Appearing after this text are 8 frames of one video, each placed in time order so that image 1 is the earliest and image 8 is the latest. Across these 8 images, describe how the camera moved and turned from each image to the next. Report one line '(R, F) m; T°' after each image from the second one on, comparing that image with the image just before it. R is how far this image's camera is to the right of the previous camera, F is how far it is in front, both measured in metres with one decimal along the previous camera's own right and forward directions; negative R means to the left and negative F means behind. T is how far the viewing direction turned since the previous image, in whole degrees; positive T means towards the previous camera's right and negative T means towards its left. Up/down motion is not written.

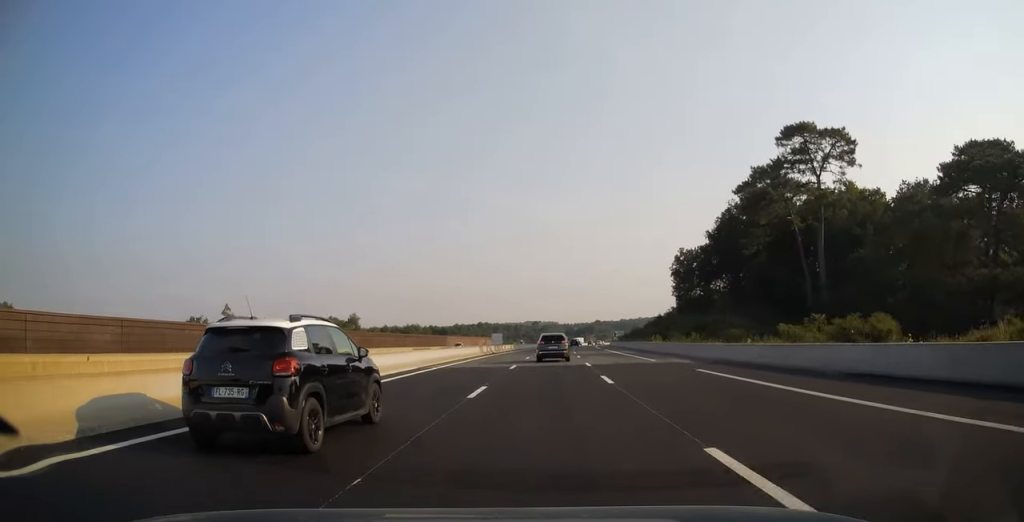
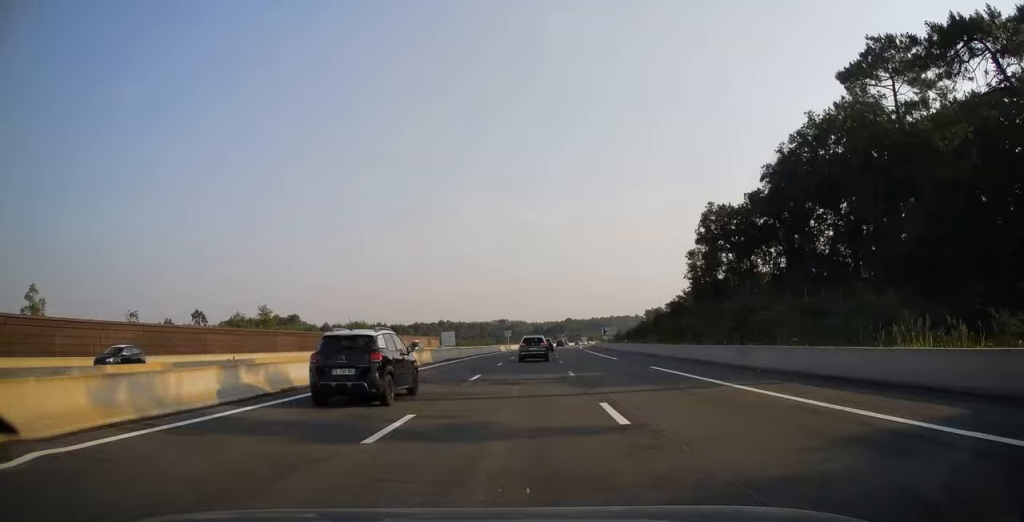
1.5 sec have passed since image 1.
(+1.0, +45.2) m; +3°
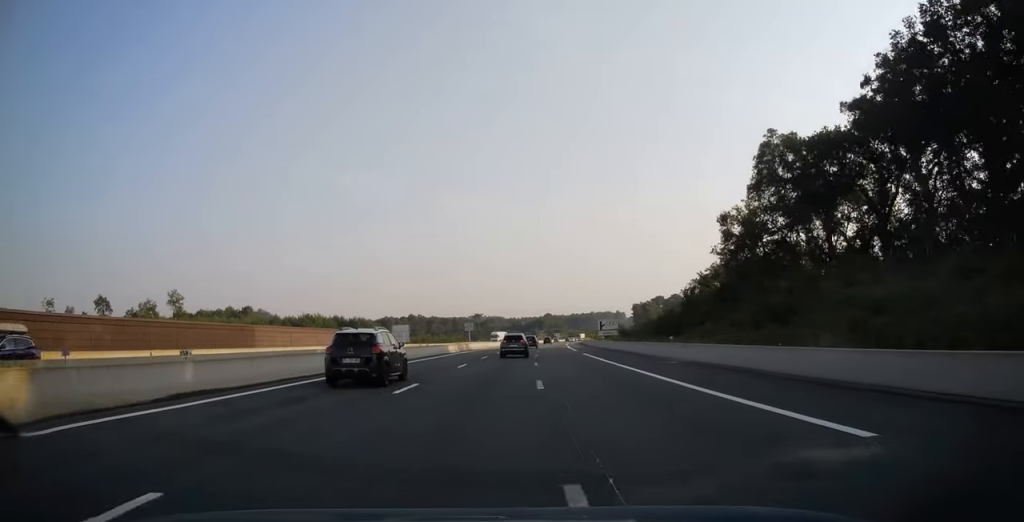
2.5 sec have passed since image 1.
(+0.6, +32.0) m; +2°
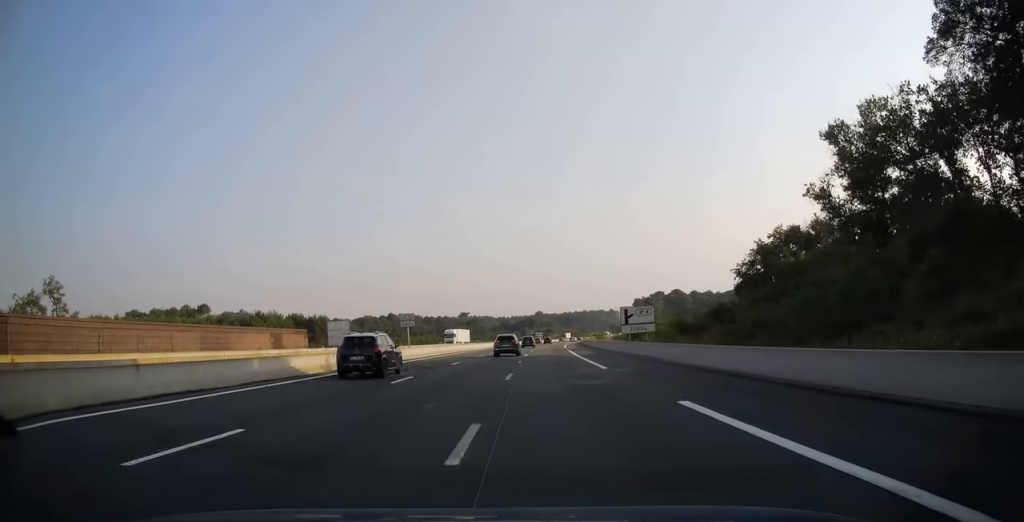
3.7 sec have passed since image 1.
(+0.5, +34.8) m; +1°
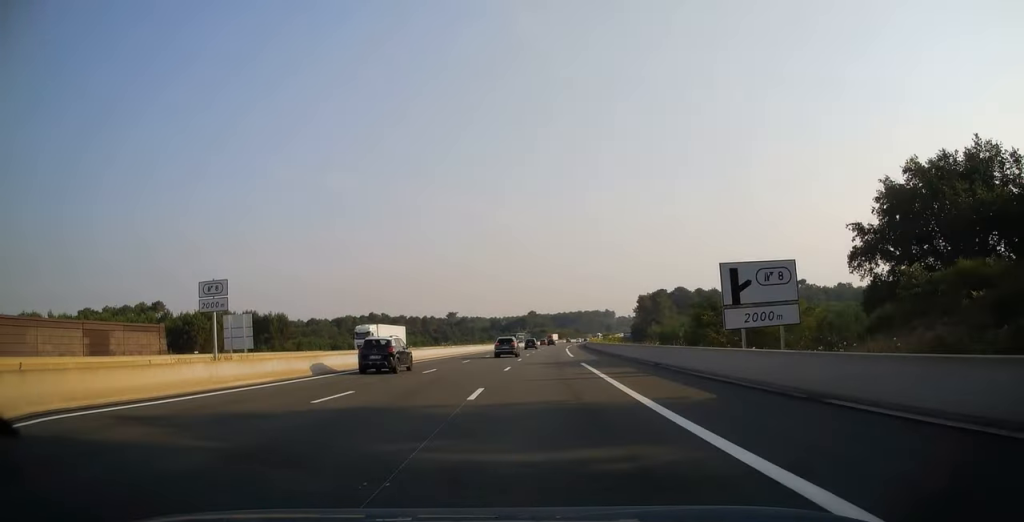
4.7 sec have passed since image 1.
(+0.2, +31.5) m; +1°
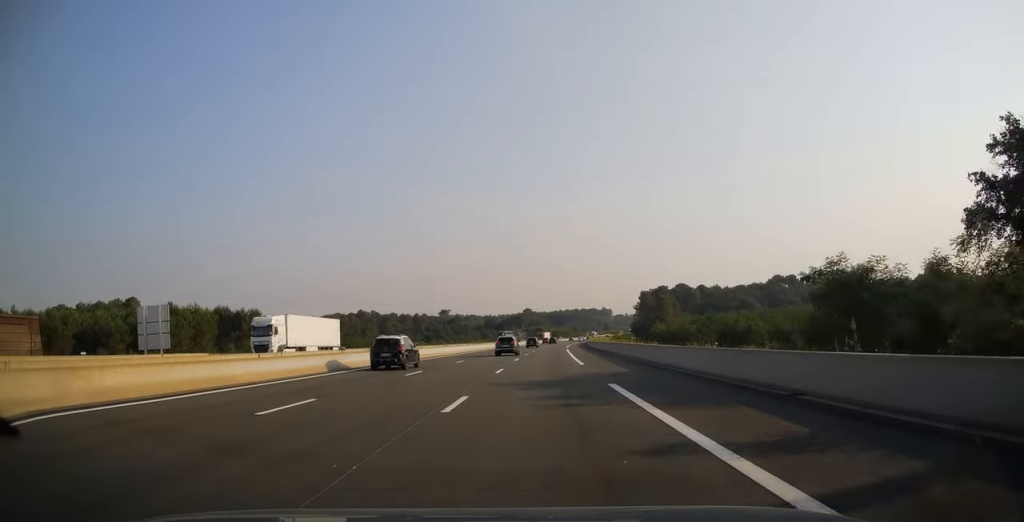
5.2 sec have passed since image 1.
(0.0, +15.4) m; 0°
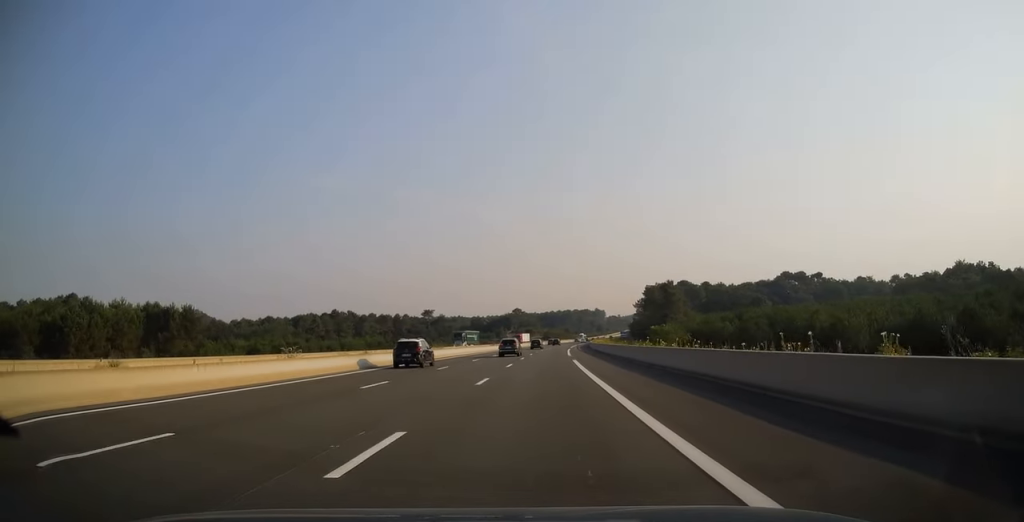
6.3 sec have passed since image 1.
(+0.2, +31.4) m; +1°
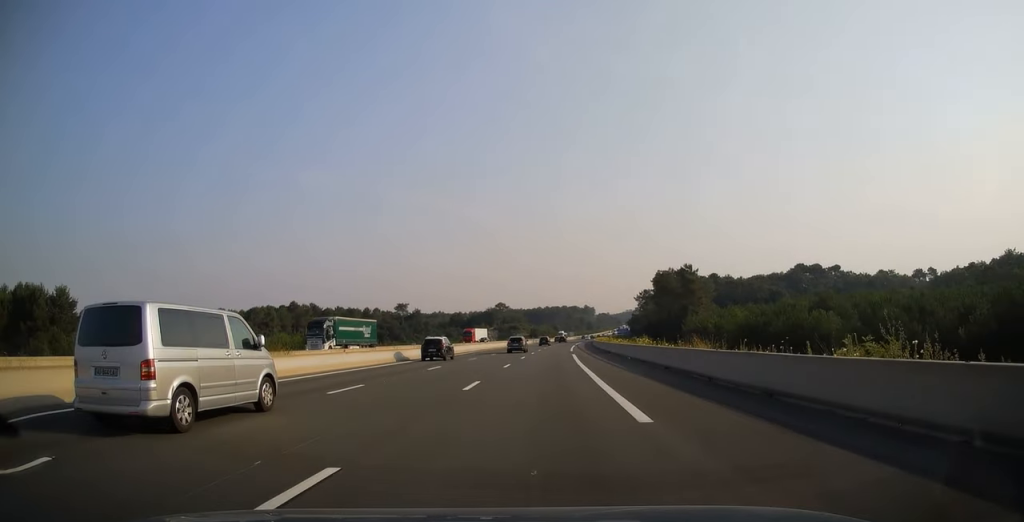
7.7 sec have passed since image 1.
(+0.4, +41.7) m; +1°
